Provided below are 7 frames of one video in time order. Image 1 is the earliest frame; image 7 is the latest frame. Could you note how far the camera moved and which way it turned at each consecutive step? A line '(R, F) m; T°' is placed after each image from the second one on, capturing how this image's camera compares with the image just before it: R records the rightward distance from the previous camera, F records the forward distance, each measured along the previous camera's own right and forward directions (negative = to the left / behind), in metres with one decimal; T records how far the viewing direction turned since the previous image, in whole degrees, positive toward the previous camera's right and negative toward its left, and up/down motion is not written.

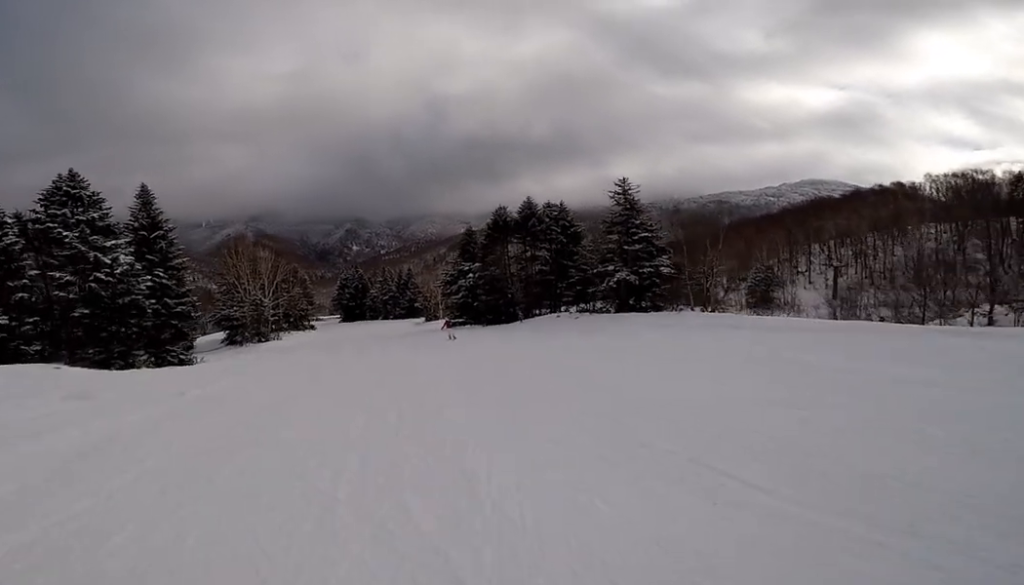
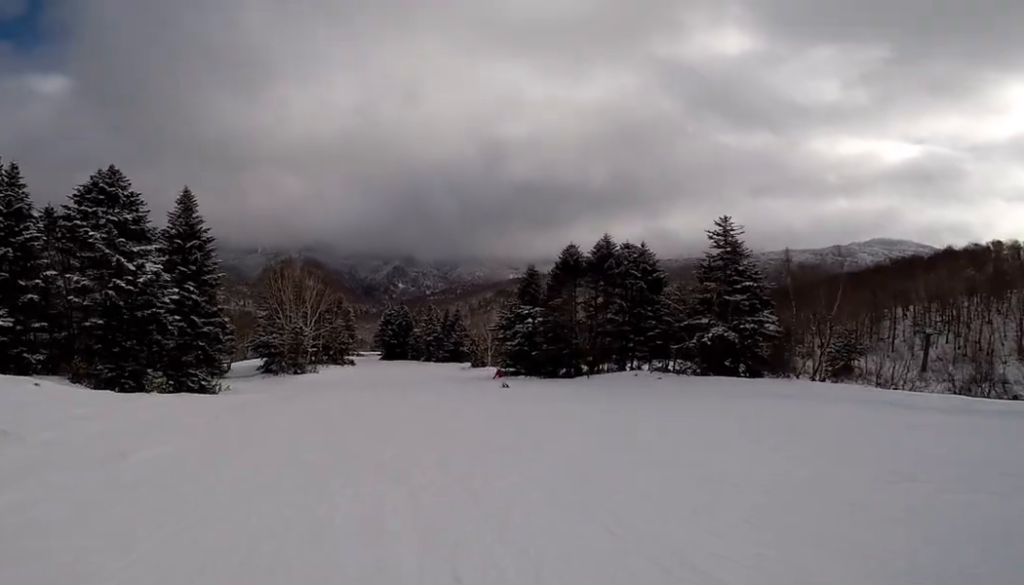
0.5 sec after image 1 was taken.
(+0.6, +4.4) m; +2°
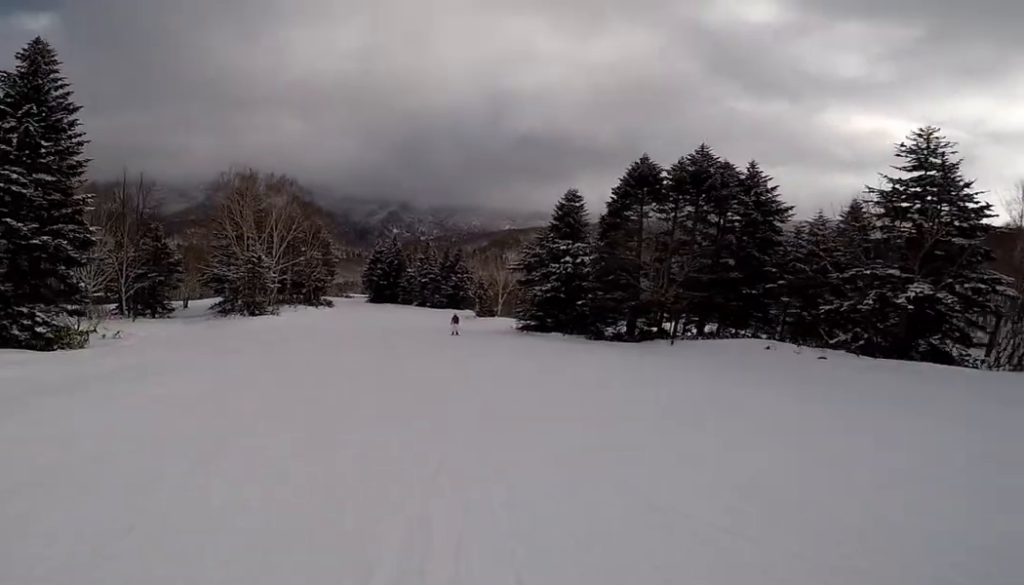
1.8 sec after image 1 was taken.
(0.0, +13.1) m; -12°
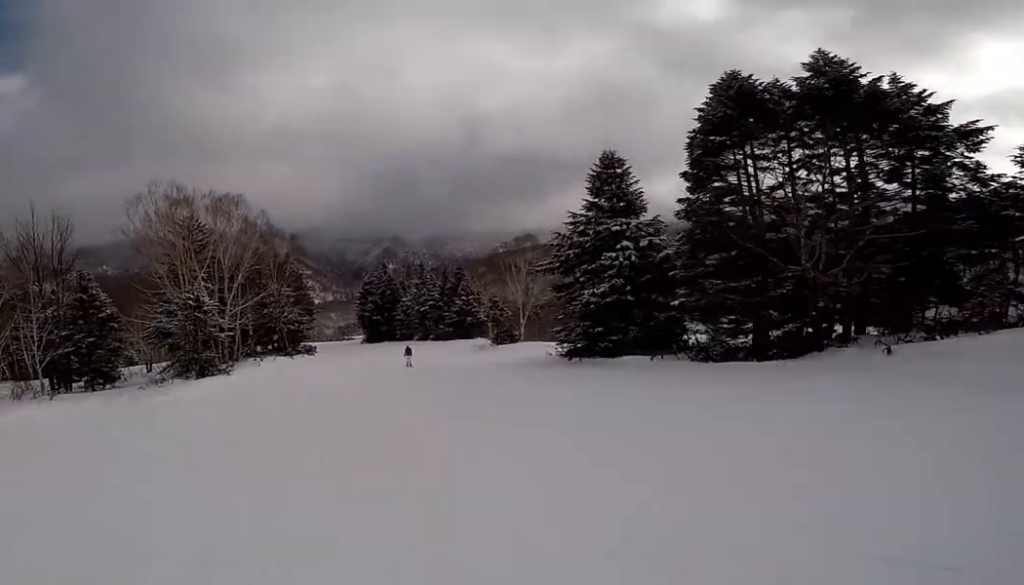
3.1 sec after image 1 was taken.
(-1.7, +11.7) m; 0°
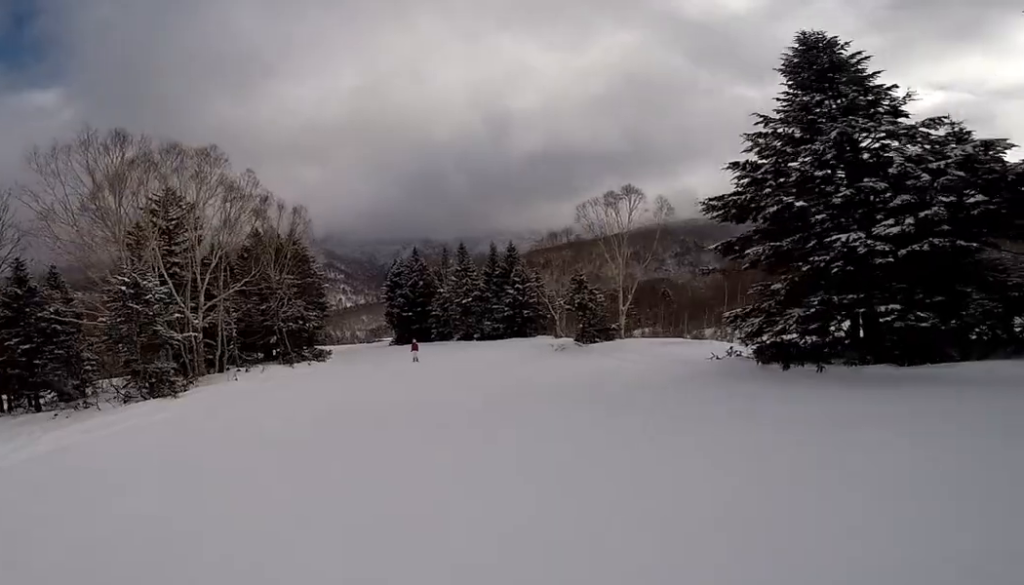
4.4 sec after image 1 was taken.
(+2.1, +12.1) m; +7°
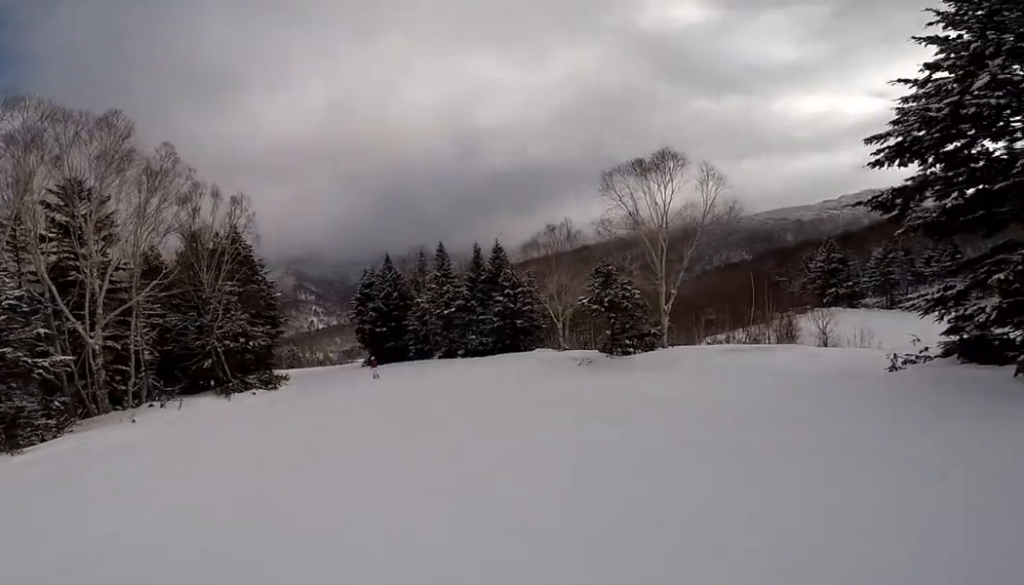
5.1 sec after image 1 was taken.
(-0.1, +7.3) m; -4°
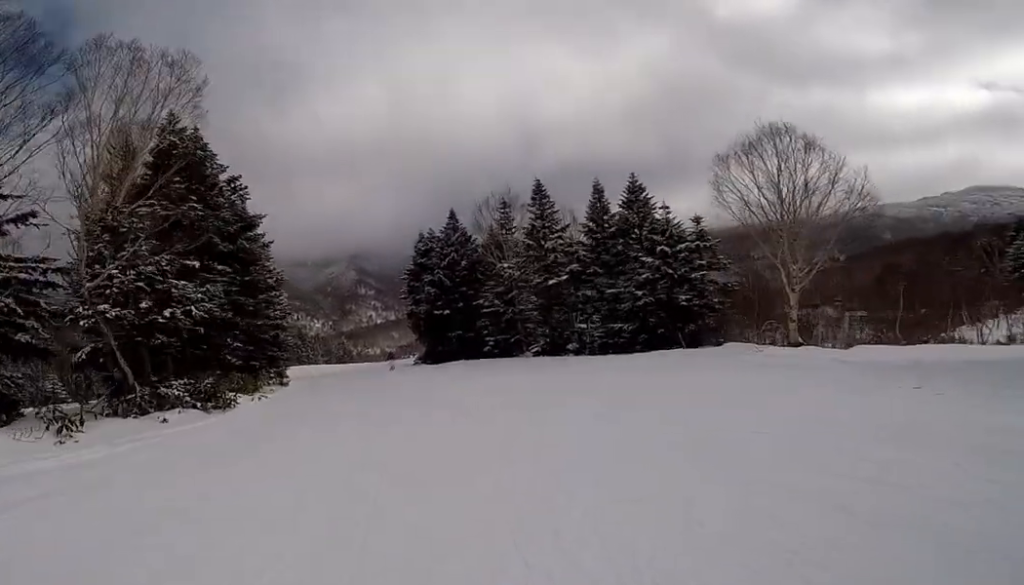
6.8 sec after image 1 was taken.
(-0.1, +15.1) m; -4°
